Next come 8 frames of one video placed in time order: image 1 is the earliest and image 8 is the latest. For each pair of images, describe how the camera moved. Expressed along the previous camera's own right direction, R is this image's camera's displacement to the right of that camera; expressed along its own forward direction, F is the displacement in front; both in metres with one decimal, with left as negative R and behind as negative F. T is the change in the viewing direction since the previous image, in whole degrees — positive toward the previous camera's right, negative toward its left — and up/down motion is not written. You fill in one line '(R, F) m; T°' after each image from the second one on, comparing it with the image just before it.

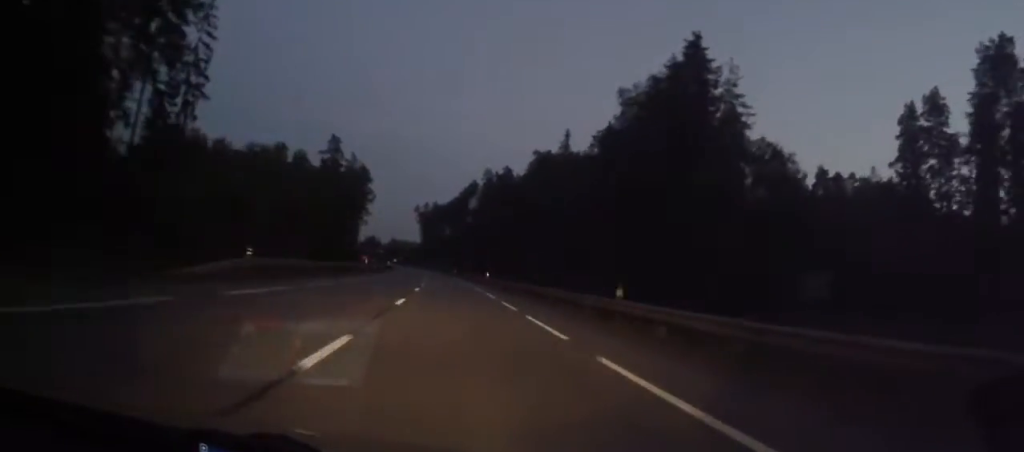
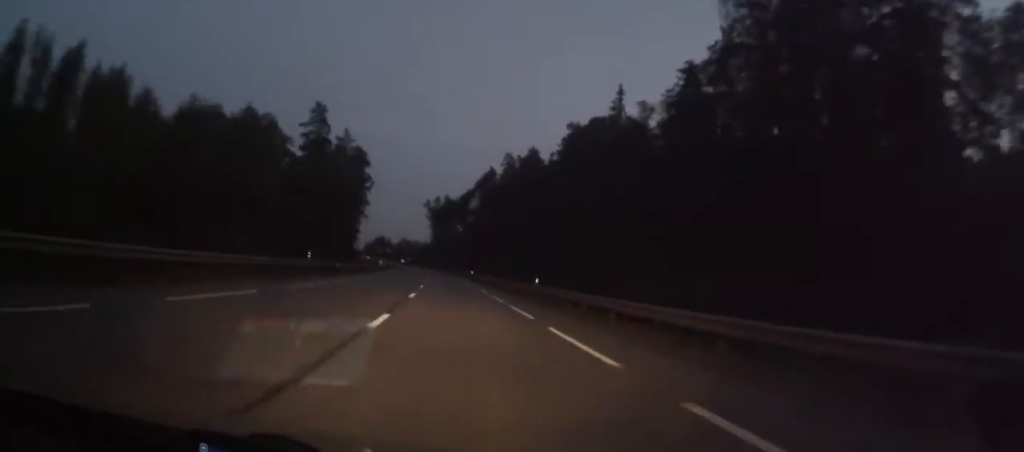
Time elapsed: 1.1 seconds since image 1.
(-0.3, +30.9) m; -1°
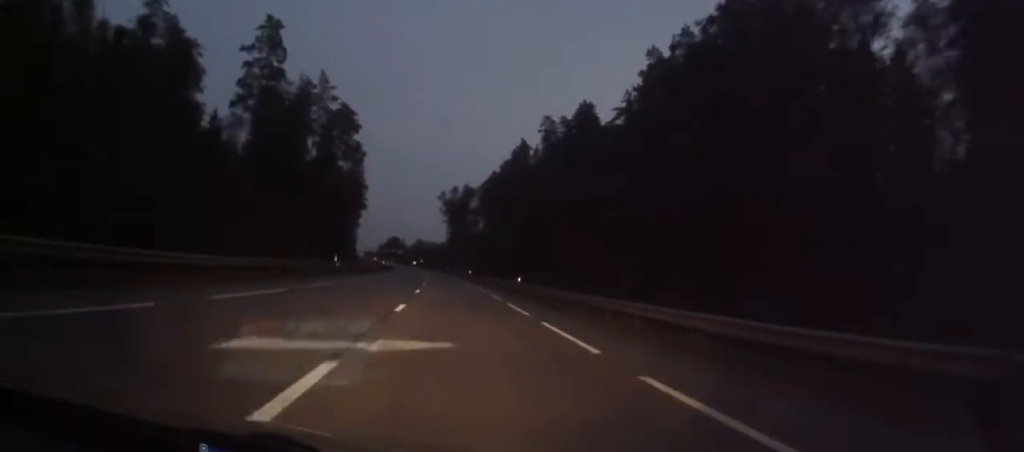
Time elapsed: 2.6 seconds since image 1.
(-0.3, +43.5) m; -2°
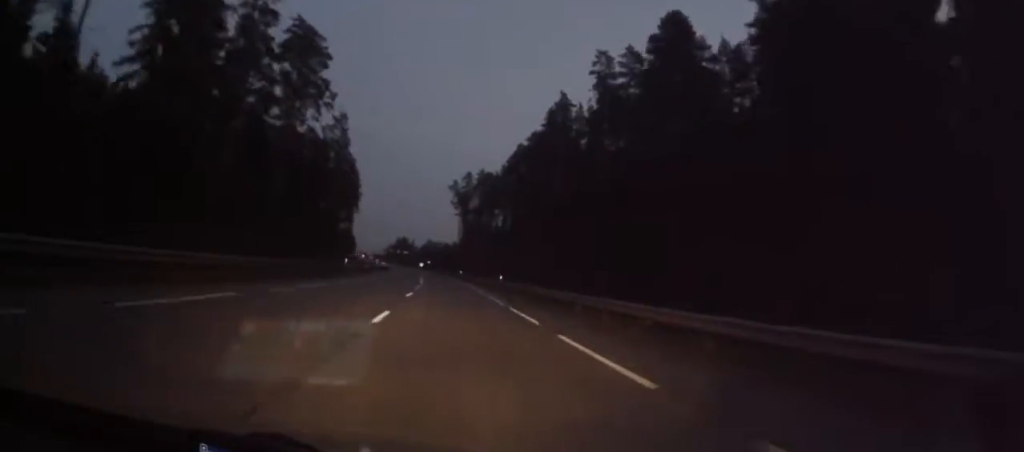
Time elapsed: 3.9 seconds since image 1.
(-0.7, +39.7) m; -1°
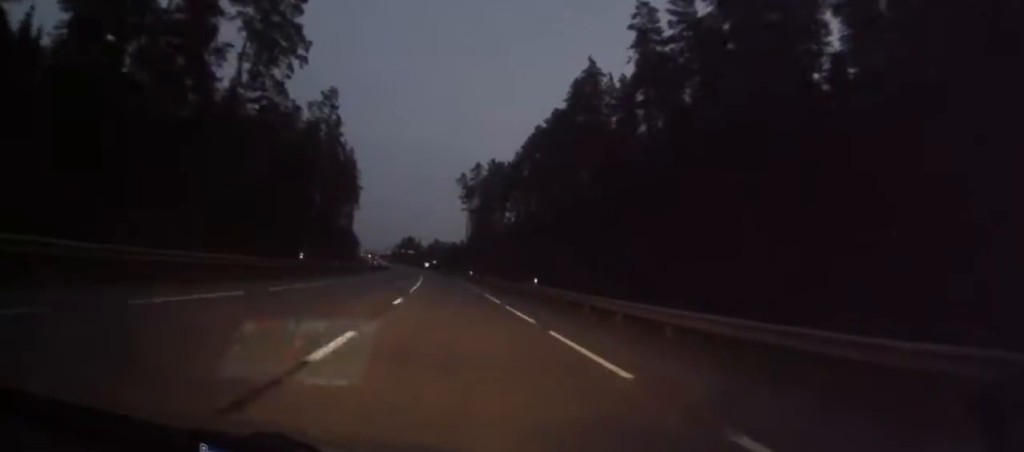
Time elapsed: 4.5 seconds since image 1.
(+0.1, +17.4) m; 0°
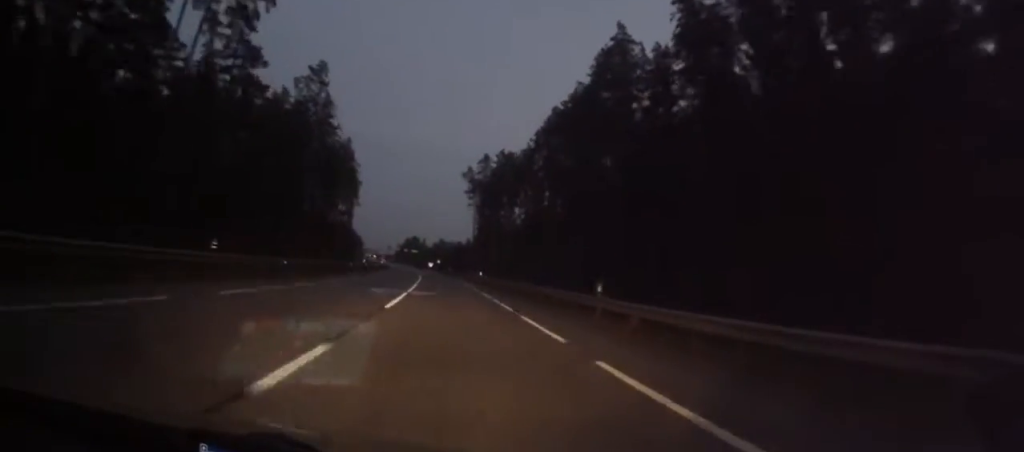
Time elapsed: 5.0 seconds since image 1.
(-0.2, +13.5) m; -1°
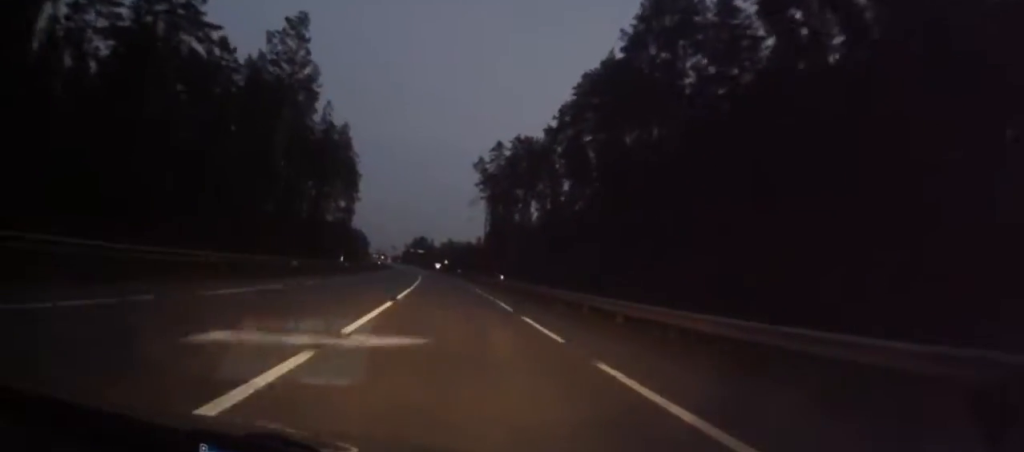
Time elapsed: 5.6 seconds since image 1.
(-0.1, +18.4) m; -1°
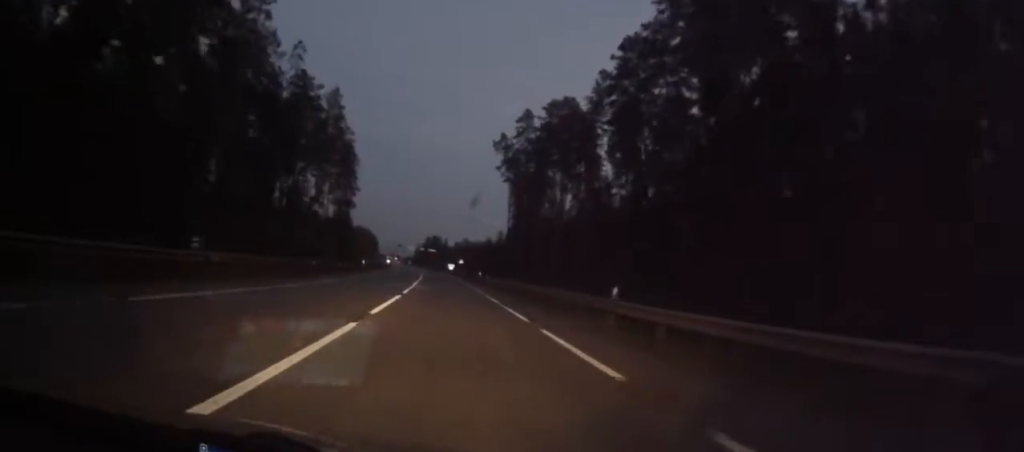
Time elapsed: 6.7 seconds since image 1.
(-0.2, +31.1) m; -1°
